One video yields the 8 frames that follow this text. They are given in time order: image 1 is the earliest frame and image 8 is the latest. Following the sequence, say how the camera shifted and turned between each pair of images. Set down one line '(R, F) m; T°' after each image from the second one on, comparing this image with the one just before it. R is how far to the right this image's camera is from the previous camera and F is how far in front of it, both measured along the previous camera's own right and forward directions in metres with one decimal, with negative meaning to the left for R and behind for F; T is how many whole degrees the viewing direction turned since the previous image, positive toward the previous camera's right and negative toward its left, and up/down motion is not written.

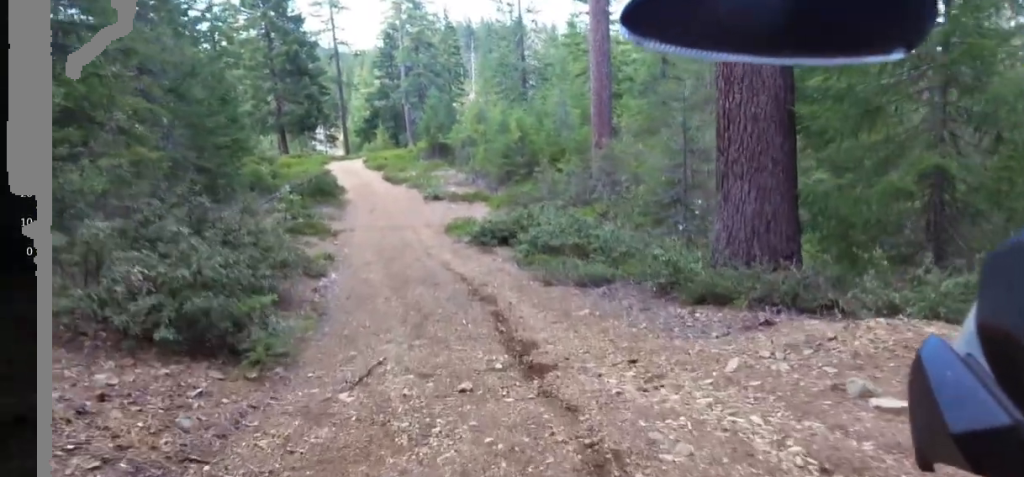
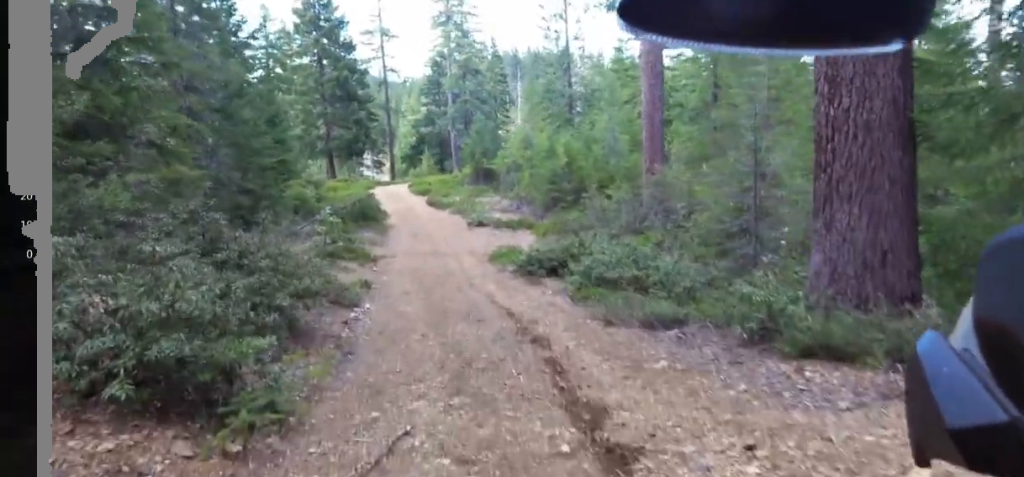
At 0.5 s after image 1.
(+0.1, +1.9) m; +5°
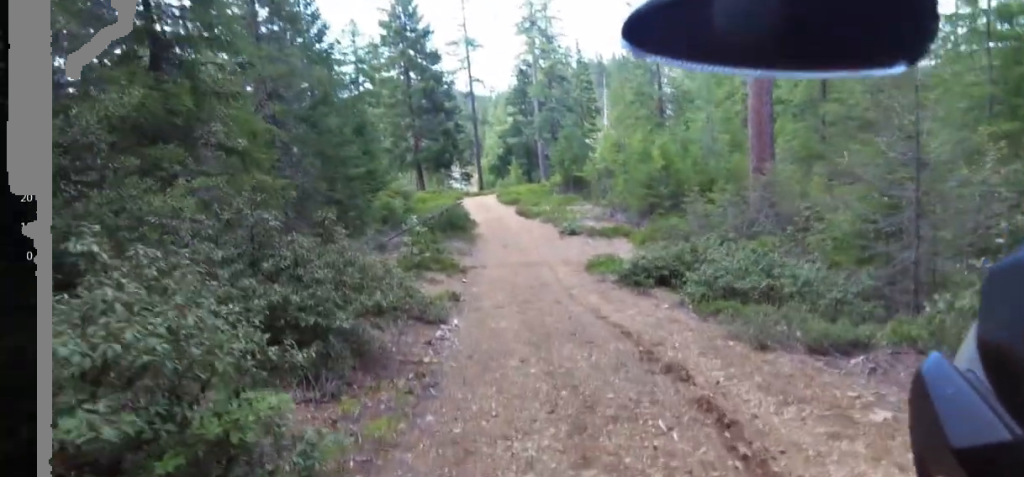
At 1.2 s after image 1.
(+0.2, +2.9) m; +3°
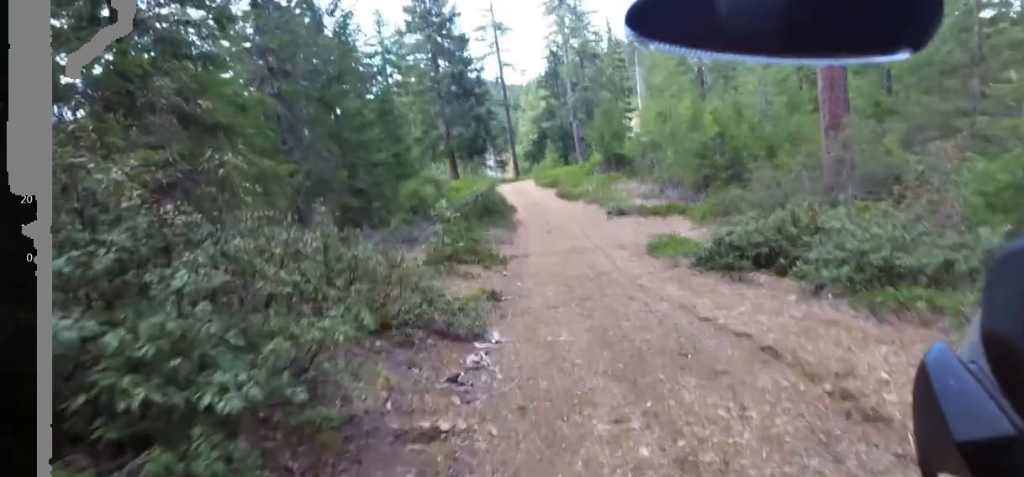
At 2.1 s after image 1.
(+0.1, +3.9) m; +1°
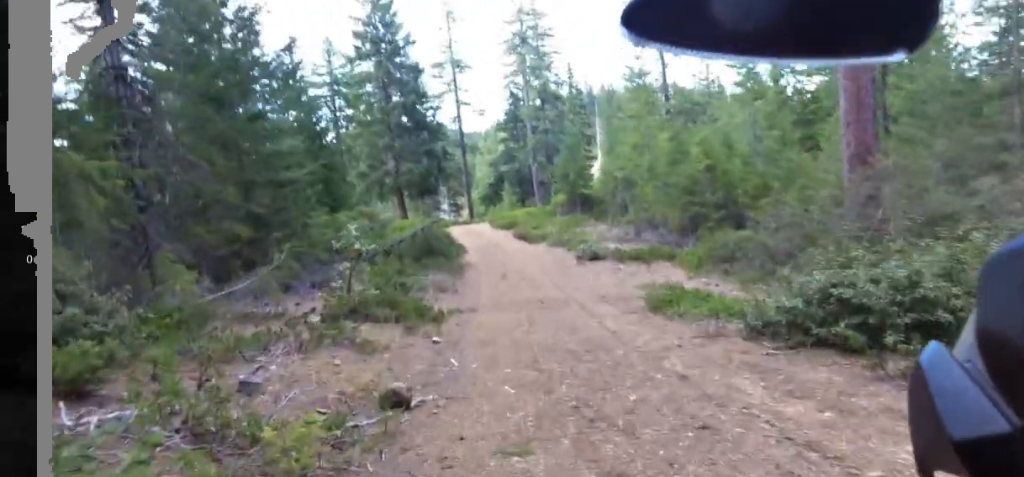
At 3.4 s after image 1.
(0.0, +5.9) m; -2°
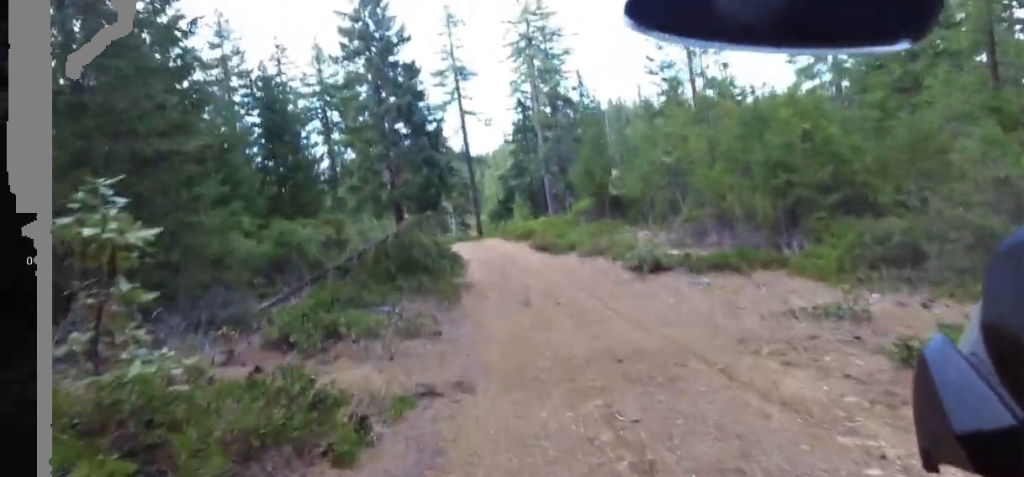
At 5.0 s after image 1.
(-0.8, +7.3) m; -15°
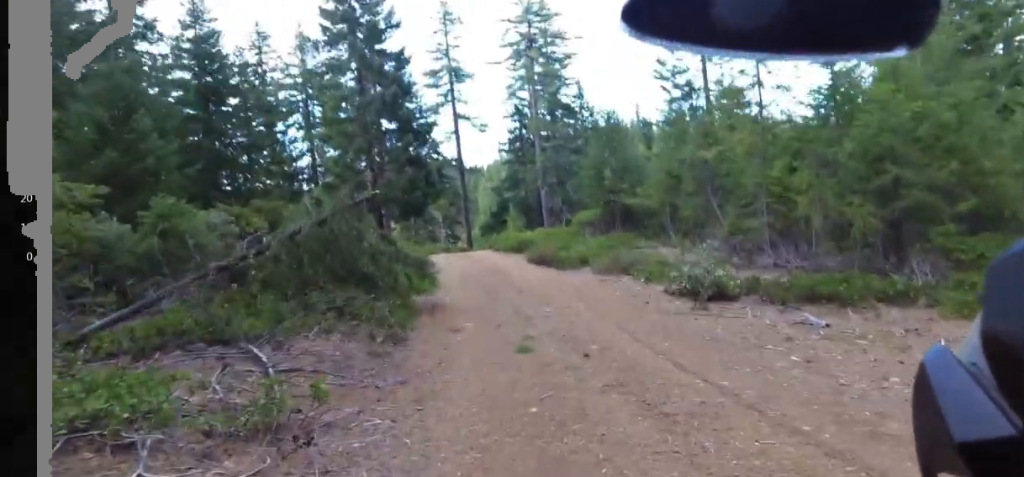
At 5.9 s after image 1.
(-0.4, +3.9) m; -2°
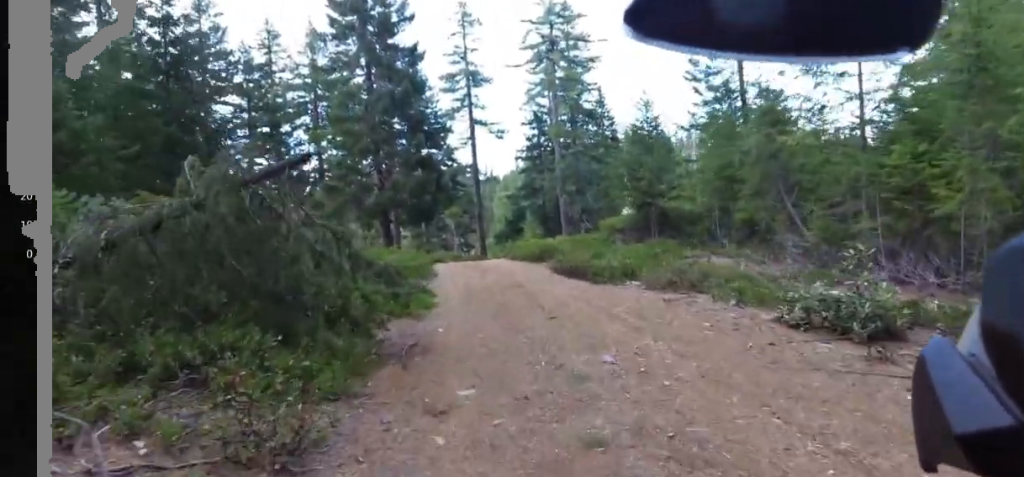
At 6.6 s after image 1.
(-0.1, +2.8) m; +4°
